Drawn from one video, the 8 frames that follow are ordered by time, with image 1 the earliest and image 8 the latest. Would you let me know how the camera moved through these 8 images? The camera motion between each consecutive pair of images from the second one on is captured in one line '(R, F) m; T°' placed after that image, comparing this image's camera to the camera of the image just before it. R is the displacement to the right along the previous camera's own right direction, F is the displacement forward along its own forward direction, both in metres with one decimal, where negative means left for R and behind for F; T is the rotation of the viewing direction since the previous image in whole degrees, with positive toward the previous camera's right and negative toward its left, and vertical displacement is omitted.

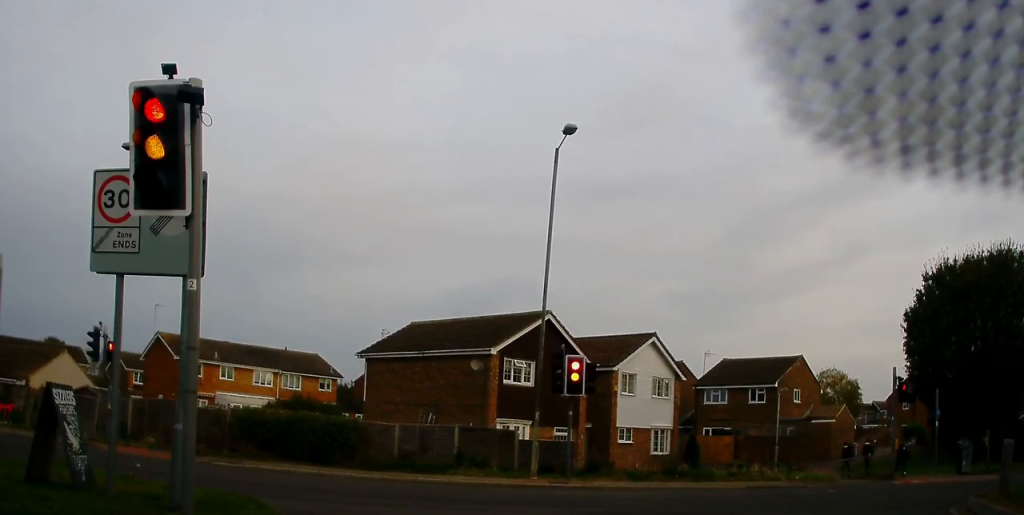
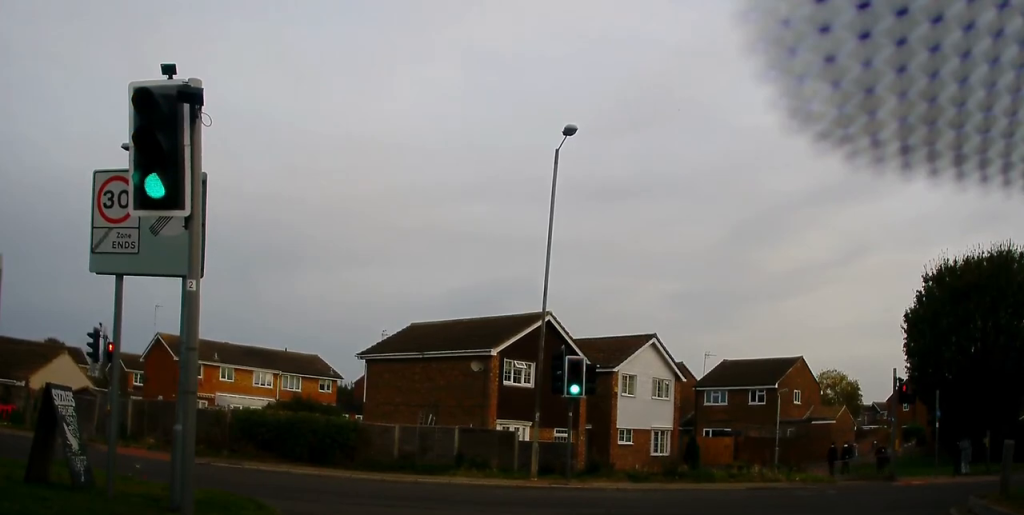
(0.0, +0.2) m; 0°
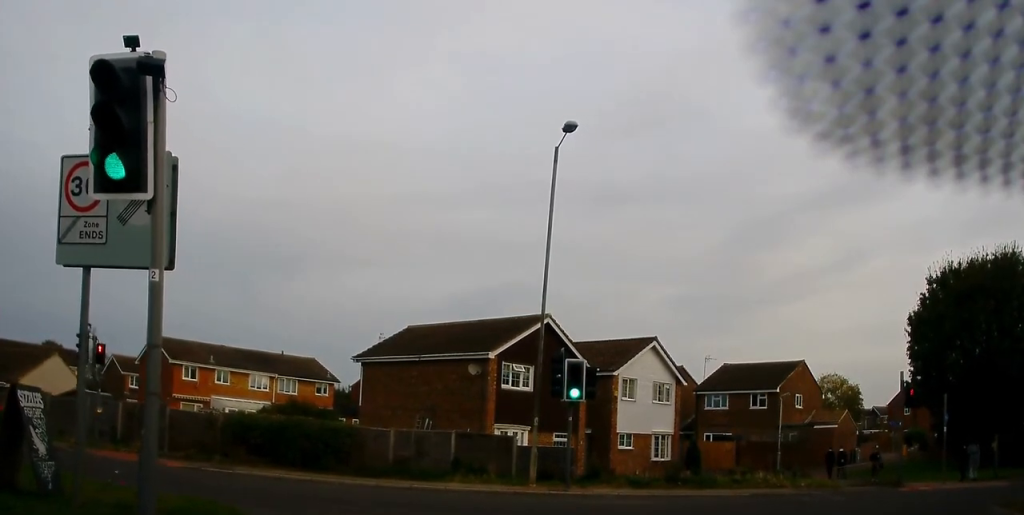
(-0.2, +1.0) m; 0°
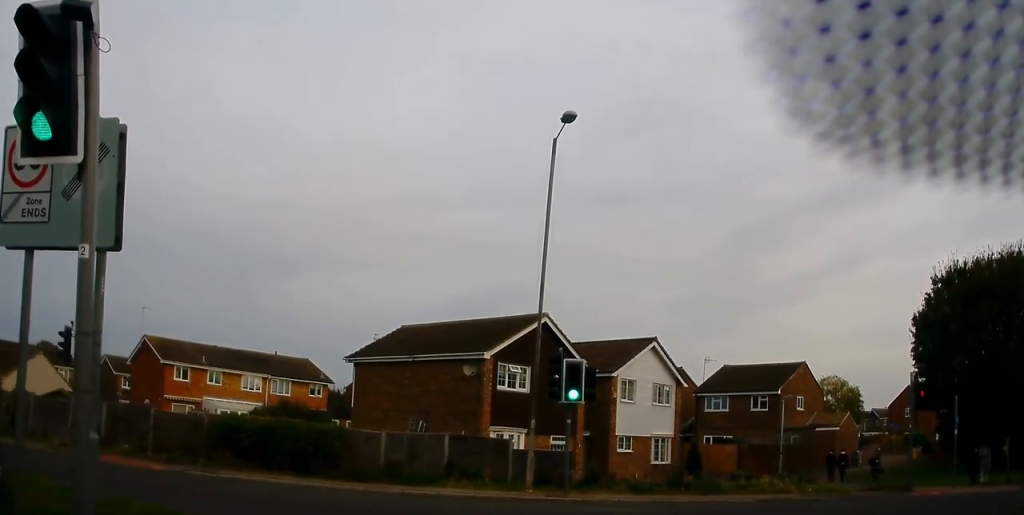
(-0.1, +0.9) m; 0°
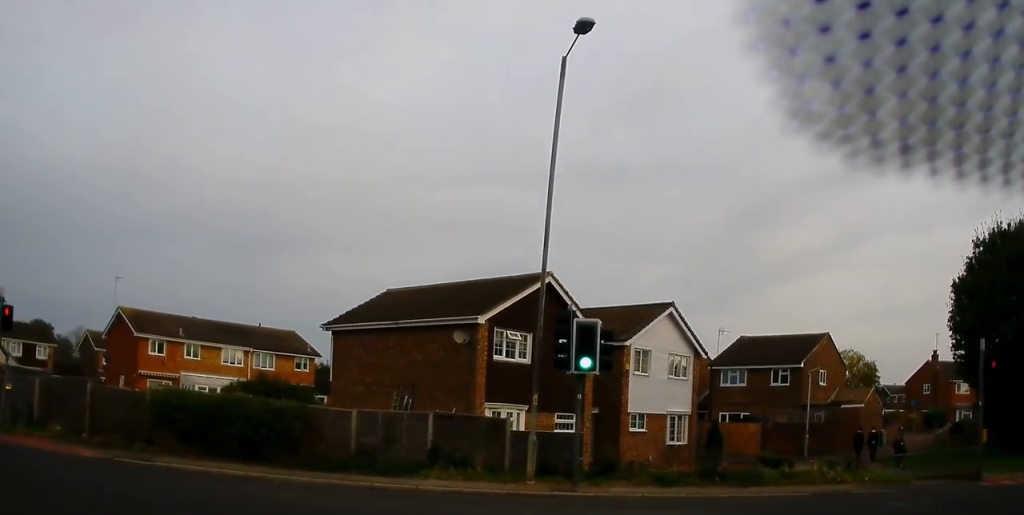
(+0.1, +4.2) m; -6°
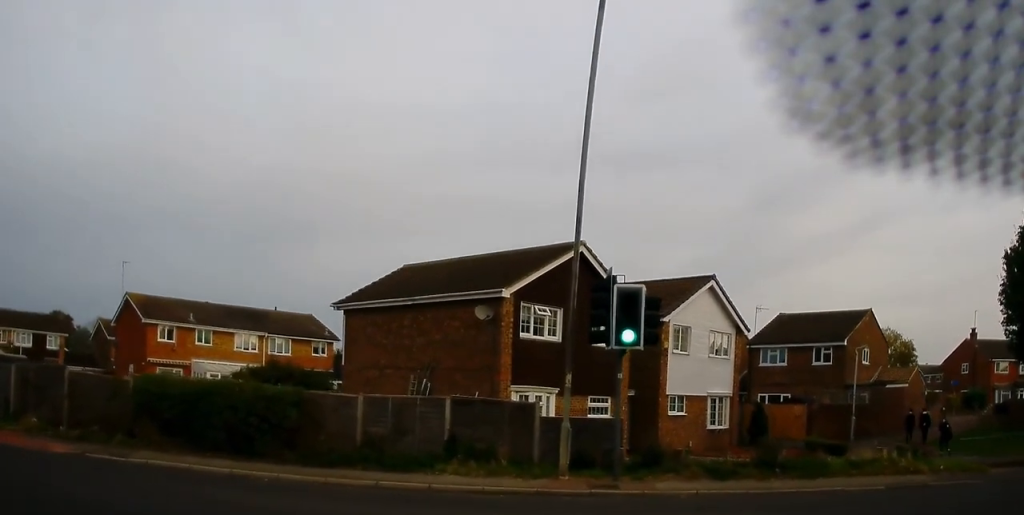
(-0.2, +2.4) m; -10°
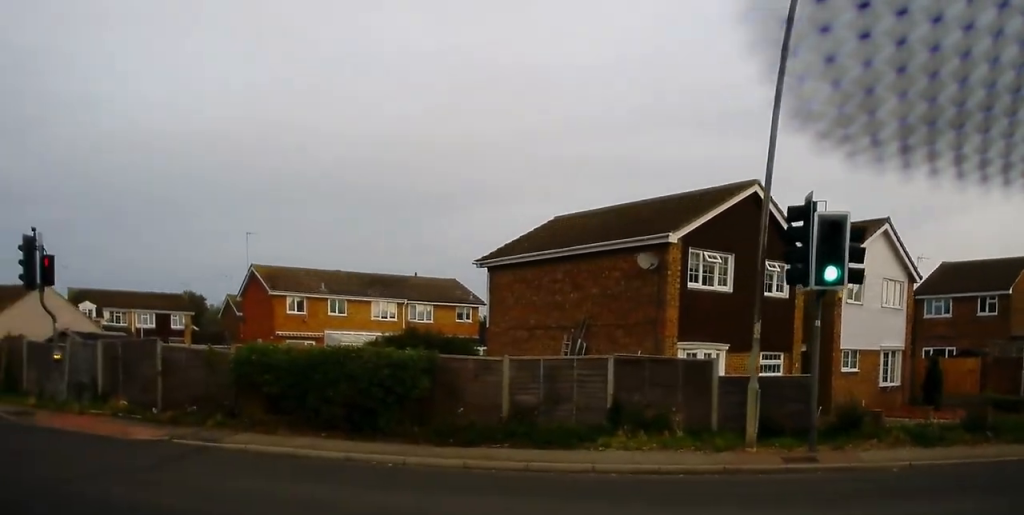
(-0.2, +2.4) m; -14°
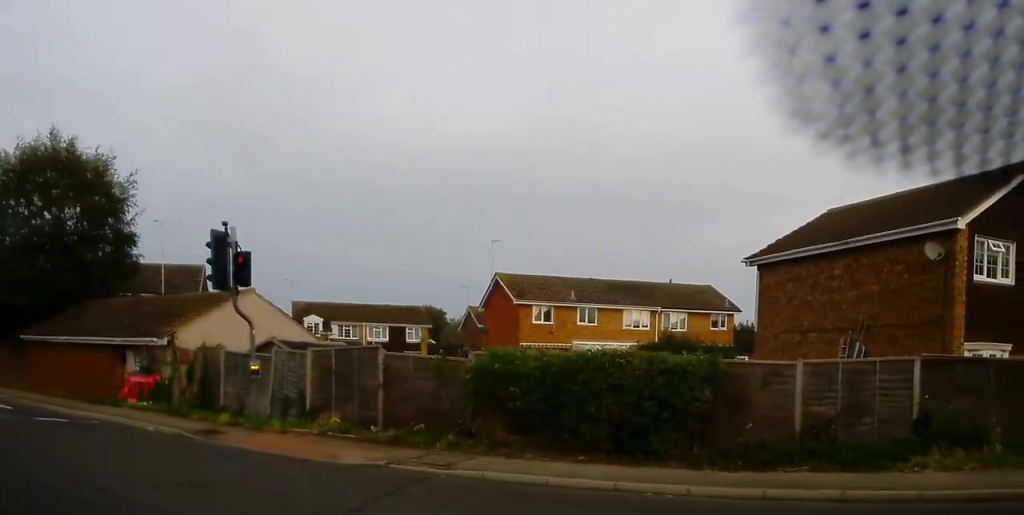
(-0.1, +2.5) m; -17°
